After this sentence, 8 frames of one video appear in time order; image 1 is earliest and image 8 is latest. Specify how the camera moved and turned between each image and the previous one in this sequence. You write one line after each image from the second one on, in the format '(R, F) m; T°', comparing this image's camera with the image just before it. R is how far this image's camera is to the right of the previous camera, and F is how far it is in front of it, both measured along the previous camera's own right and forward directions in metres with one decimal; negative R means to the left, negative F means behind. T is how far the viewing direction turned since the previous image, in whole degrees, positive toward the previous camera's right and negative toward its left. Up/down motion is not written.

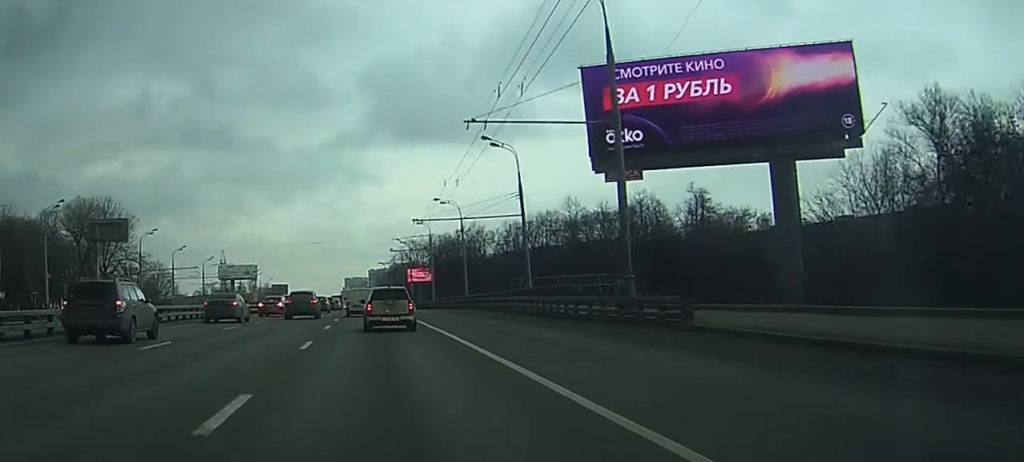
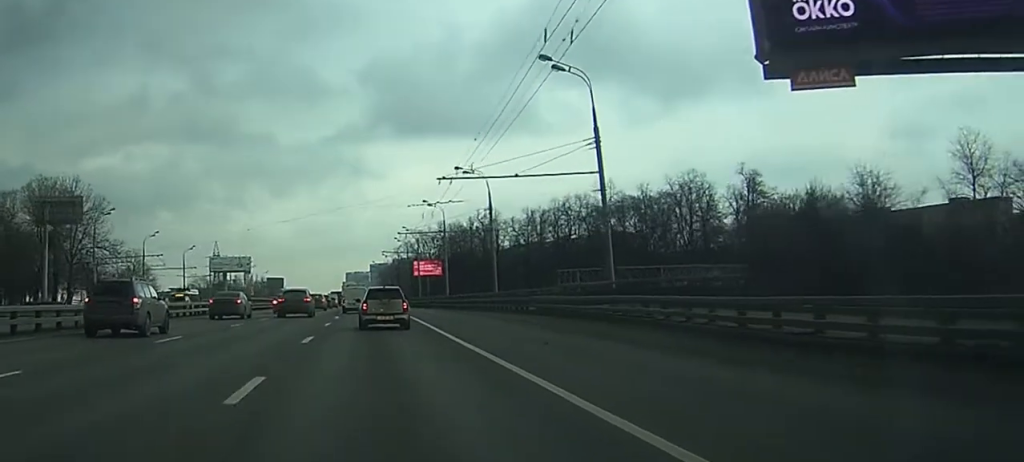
(0.0, +21.8) m; 0°
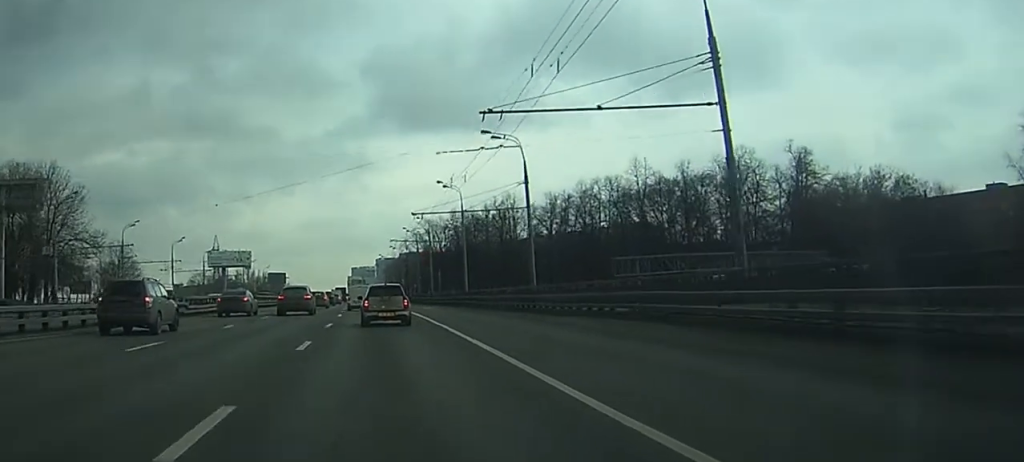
(0.0, +15.0) m; -1°
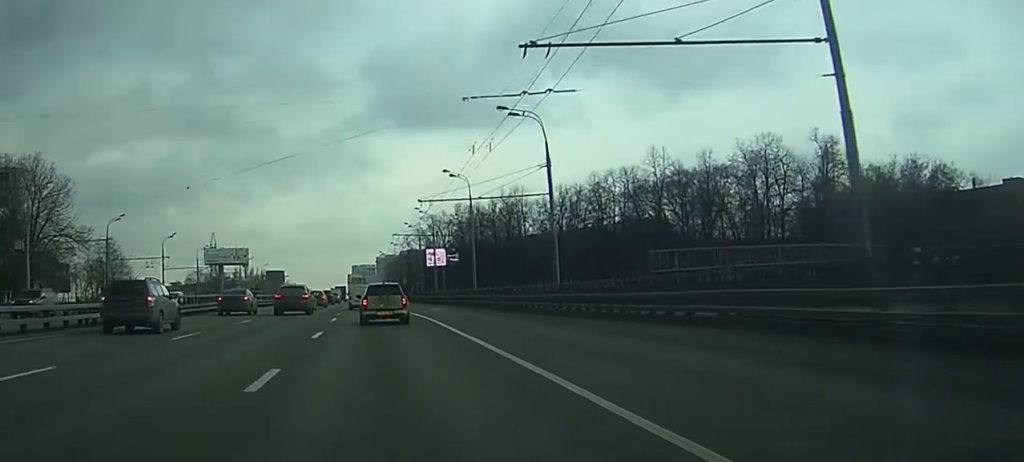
(0.0, +7.6) m; 0°
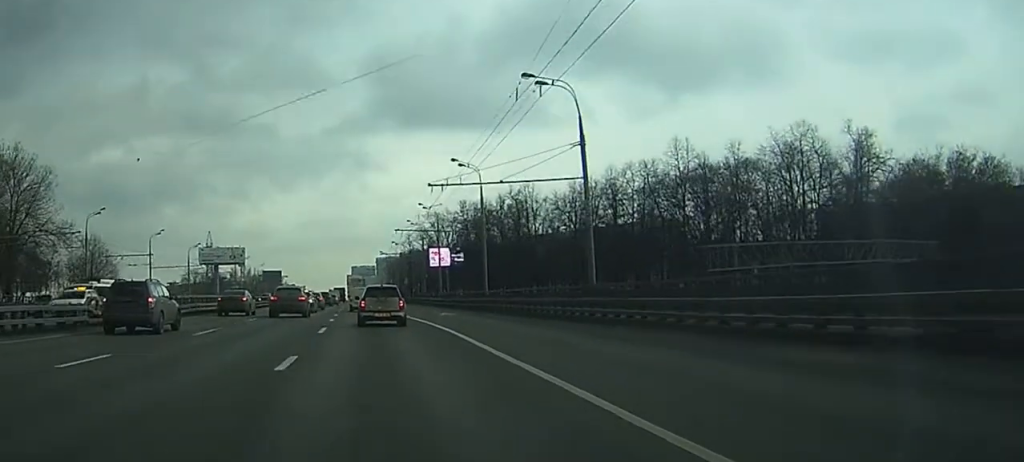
(-0.1, +8.8) m; 0°
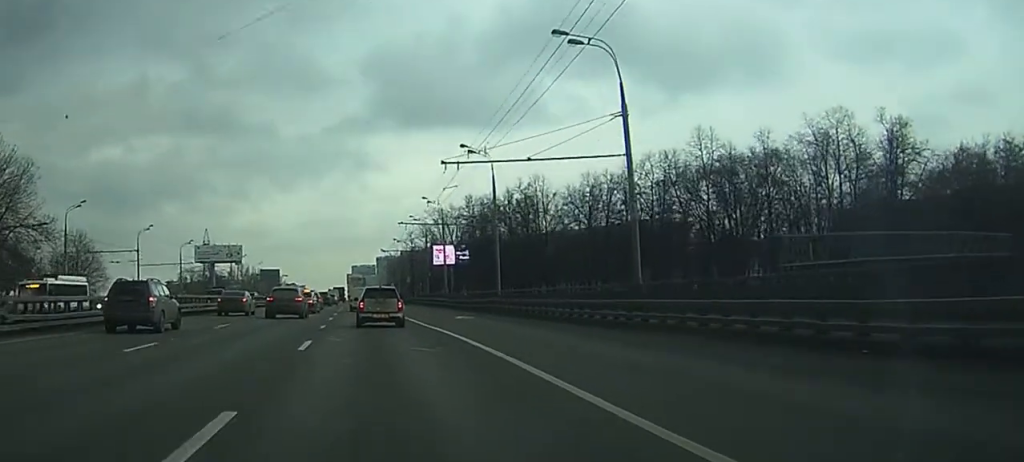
(0.0, +7.7) m; 0°
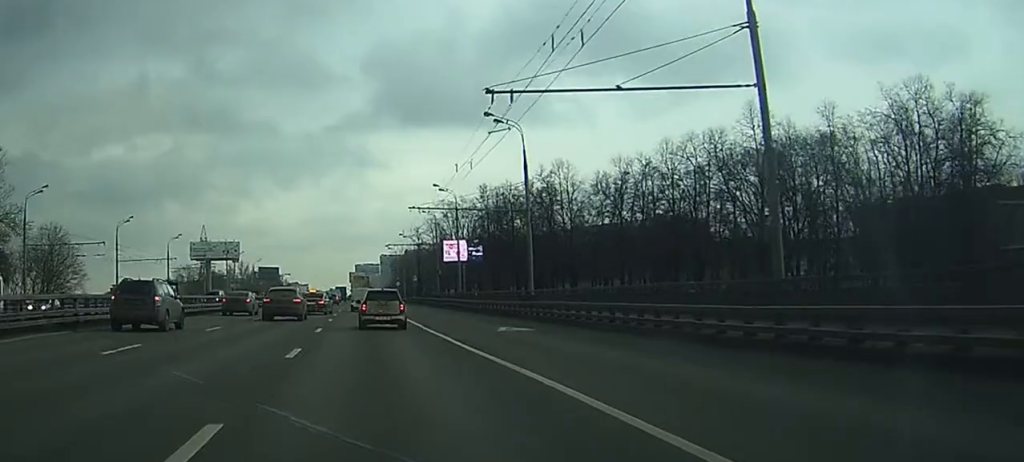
(0.0, +13.3) m; 0°
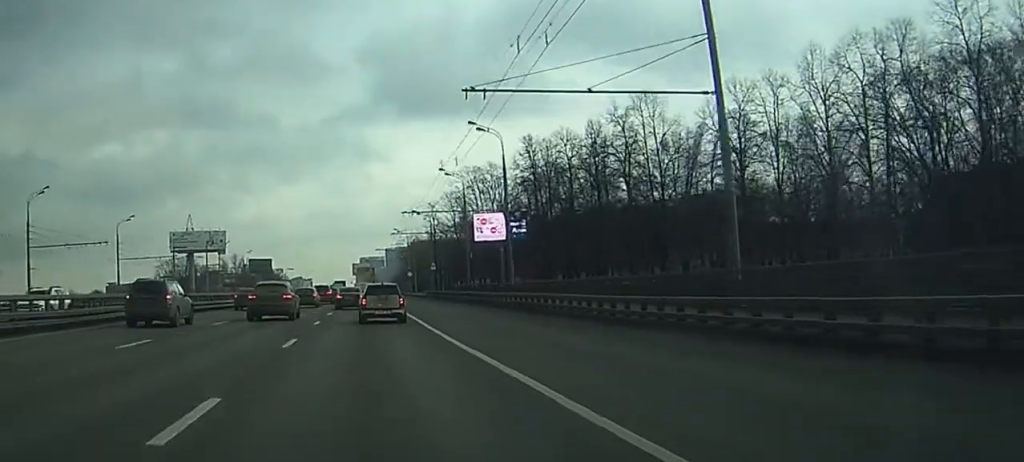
(+0.1, +33.9) m; 0°
